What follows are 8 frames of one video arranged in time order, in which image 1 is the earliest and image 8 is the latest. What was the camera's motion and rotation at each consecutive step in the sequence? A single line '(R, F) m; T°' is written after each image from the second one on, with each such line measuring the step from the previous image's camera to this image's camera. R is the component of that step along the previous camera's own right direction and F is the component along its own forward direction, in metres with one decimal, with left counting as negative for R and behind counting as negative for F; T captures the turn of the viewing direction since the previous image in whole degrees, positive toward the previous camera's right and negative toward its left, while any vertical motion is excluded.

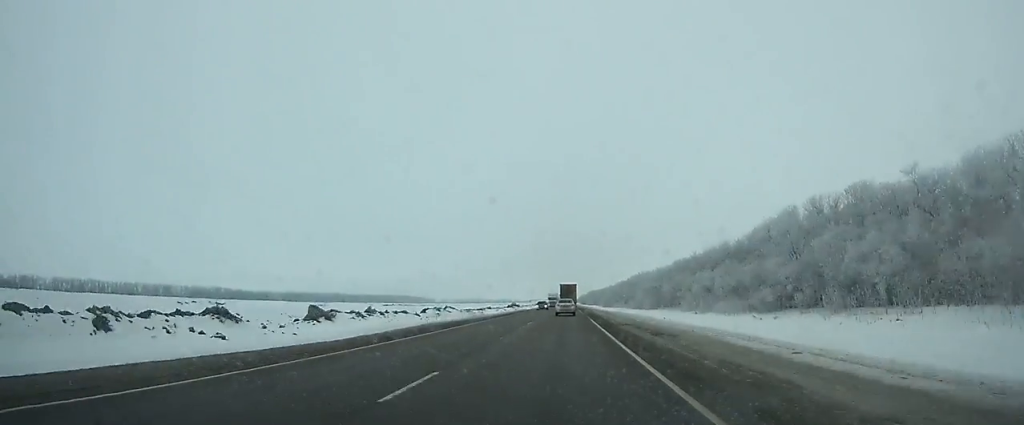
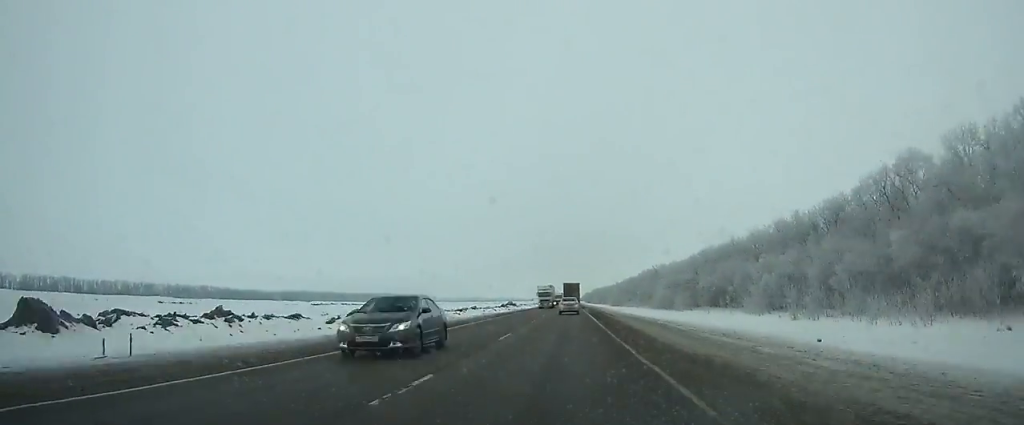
(0.0, +33.0) m; 0°
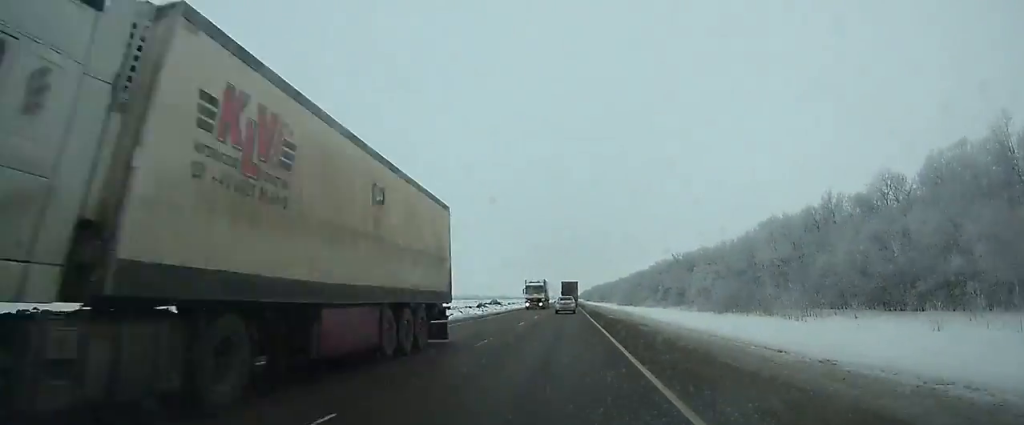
(0.0, +47.5) m; 0°
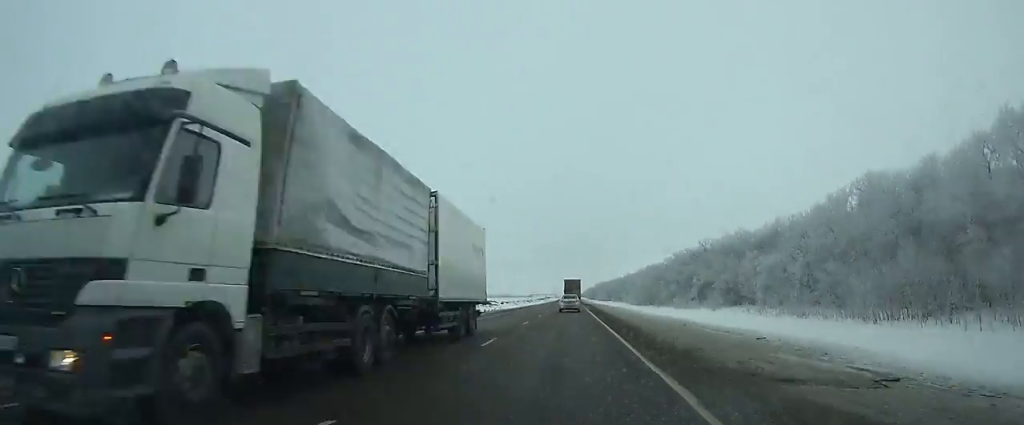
(0.0, +34.0) m; 0°
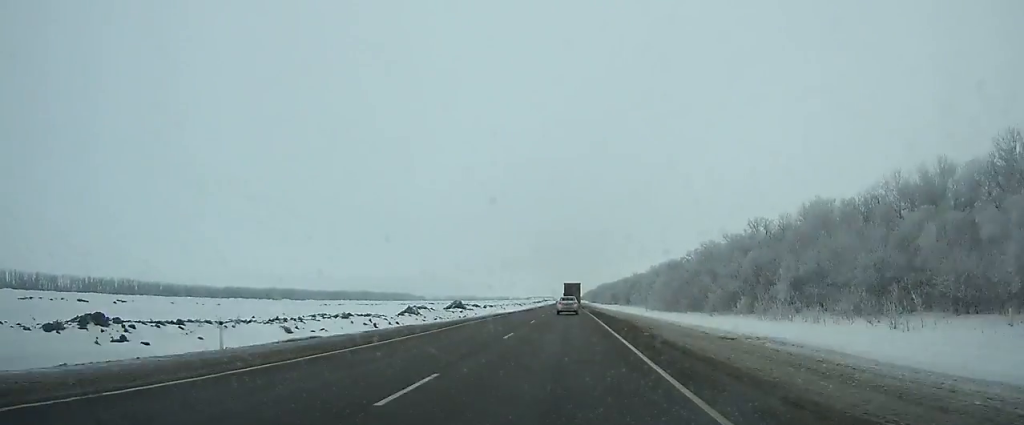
(0.0, +41.4) m; 0°
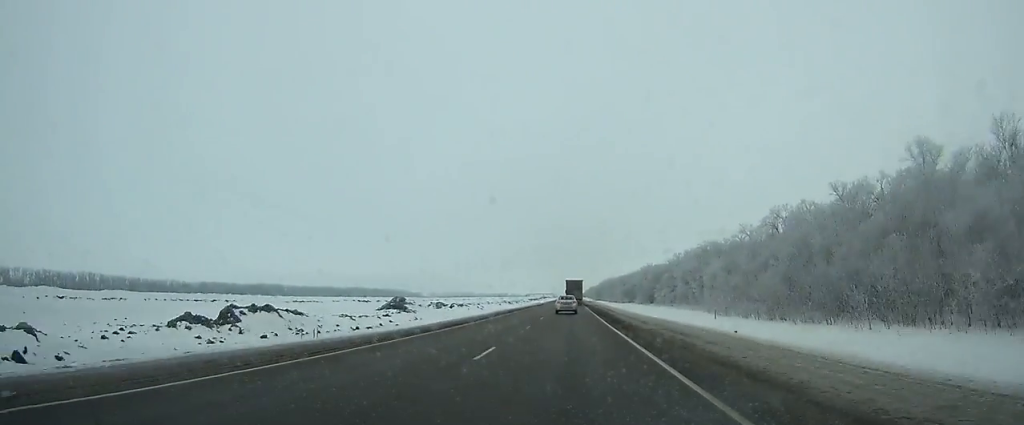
(0.0, +53.6) m; 0°
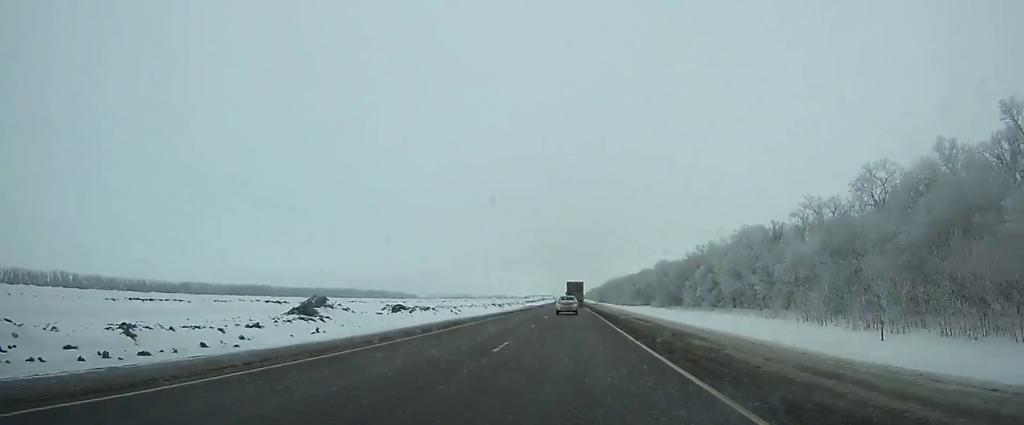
(0.0, +34.4) m; 0°
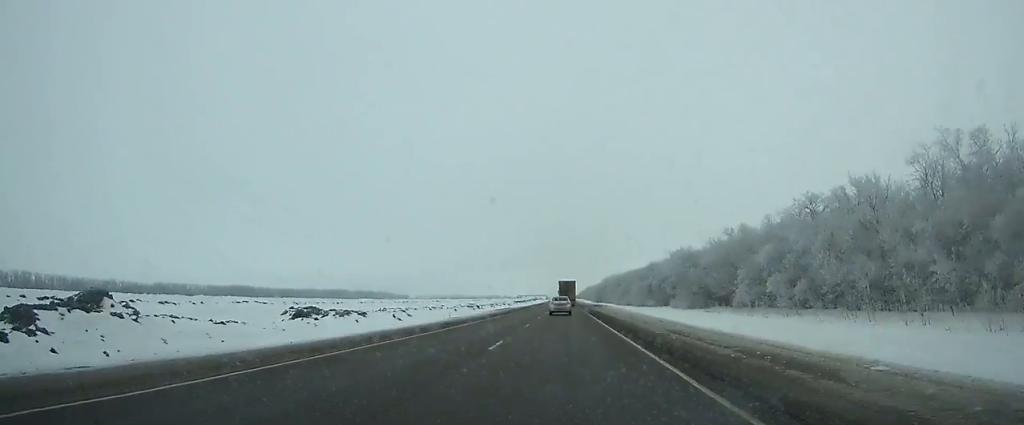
(0.0, +36.8) m; 0°
